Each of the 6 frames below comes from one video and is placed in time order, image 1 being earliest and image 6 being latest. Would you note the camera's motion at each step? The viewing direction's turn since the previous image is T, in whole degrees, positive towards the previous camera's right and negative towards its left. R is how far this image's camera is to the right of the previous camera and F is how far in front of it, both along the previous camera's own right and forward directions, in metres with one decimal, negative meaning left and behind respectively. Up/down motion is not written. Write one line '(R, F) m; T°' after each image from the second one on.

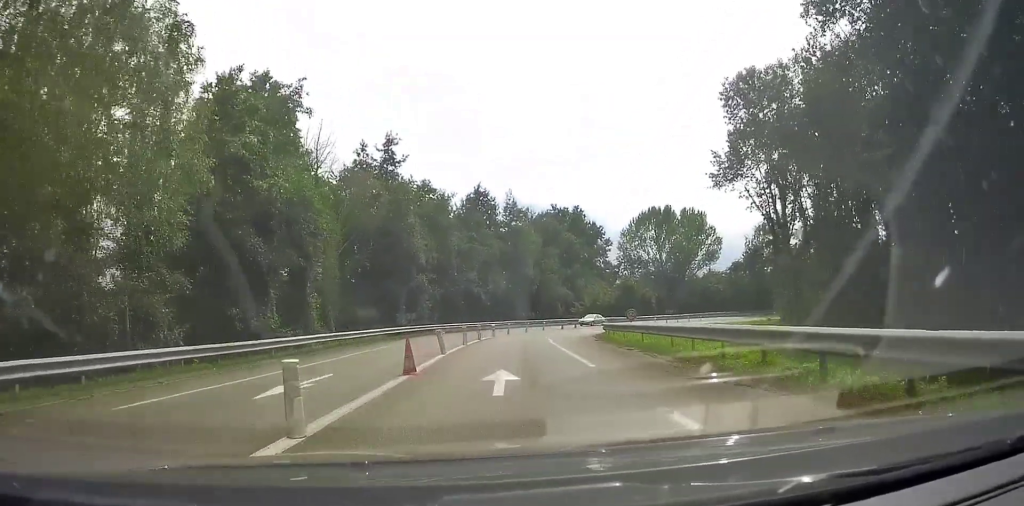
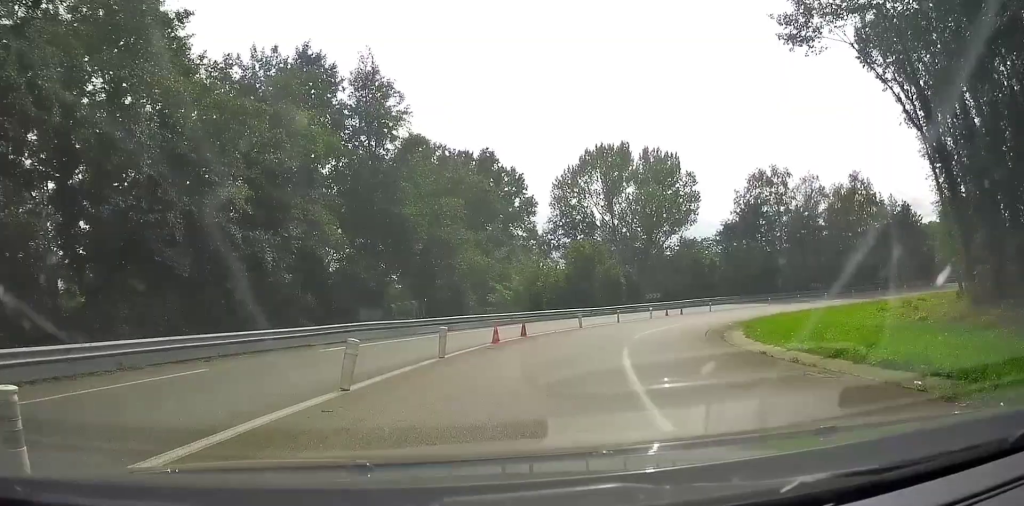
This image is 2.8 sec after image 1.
(+0.3, +45.5) m; +3°
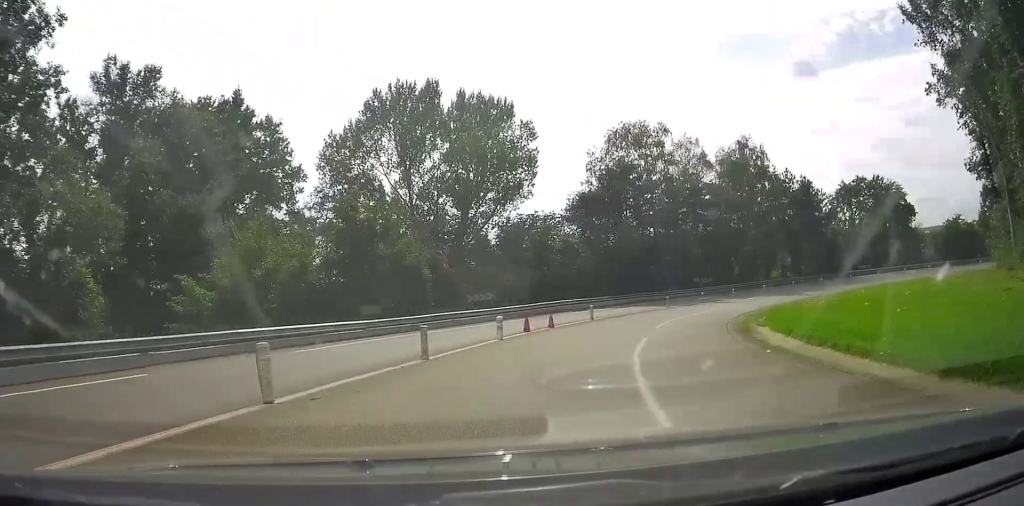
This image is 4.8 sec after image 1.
(+1.9, +28.1) m; +9°
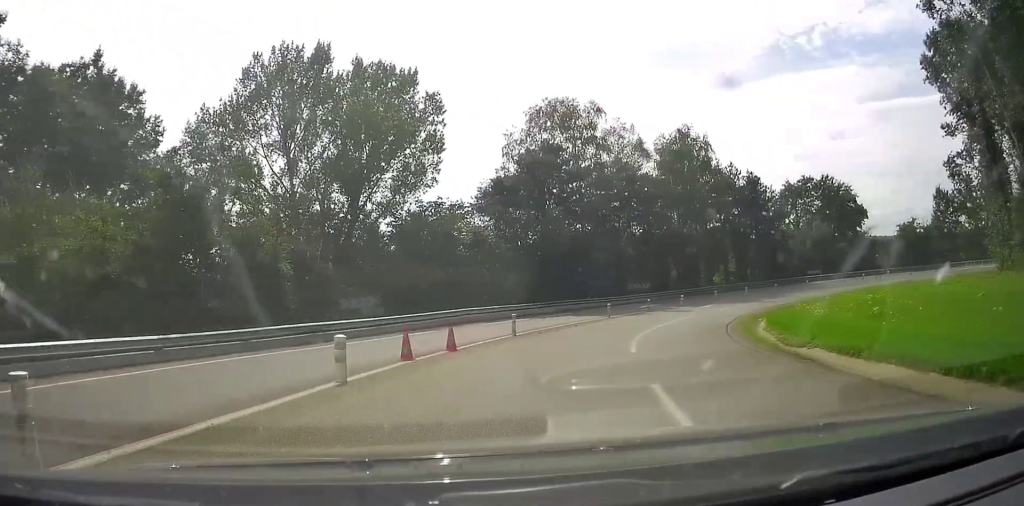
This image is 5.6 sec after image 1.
(+0.1, +10.3) m; +6°
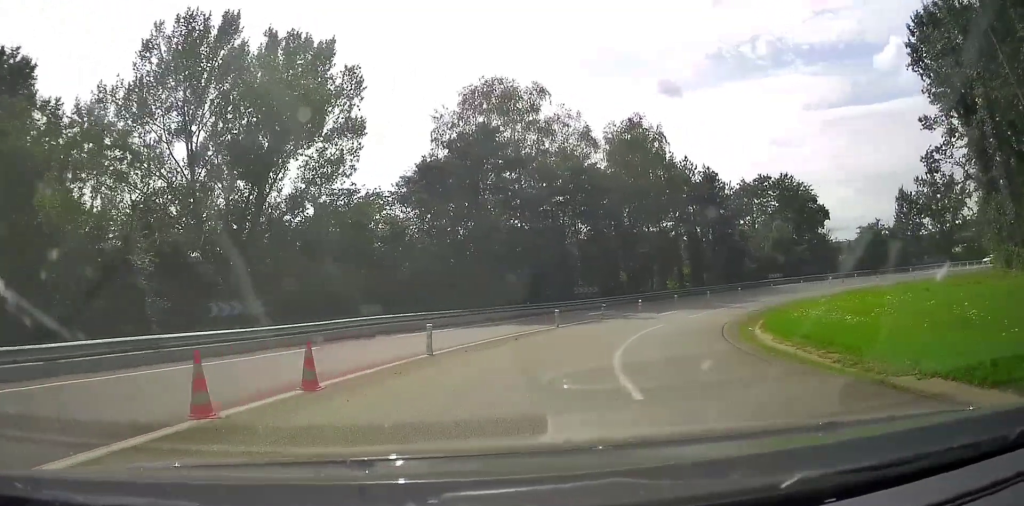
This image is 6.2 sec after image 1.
(+0.7, +6.7) m; +4°
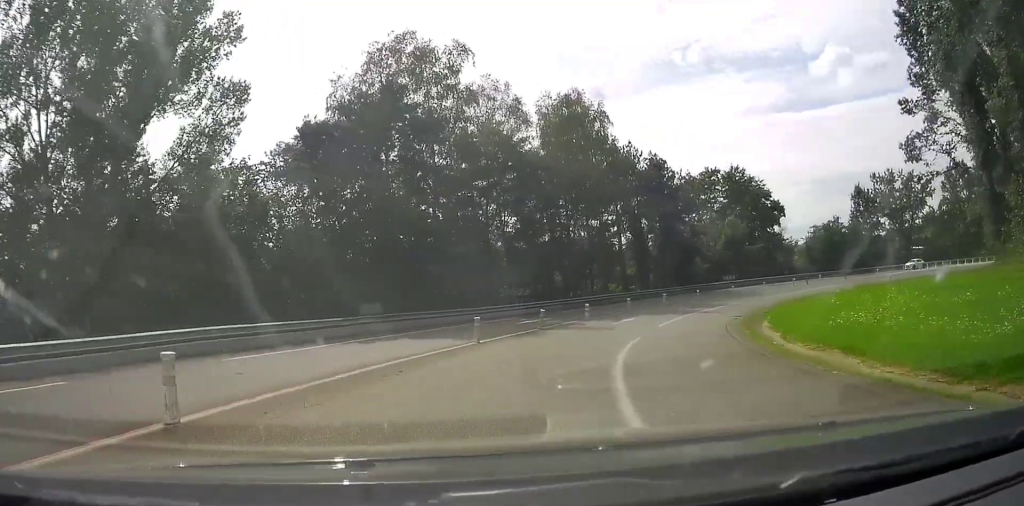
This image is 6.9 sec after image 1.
(+0.4, +9.0) m; +7°
